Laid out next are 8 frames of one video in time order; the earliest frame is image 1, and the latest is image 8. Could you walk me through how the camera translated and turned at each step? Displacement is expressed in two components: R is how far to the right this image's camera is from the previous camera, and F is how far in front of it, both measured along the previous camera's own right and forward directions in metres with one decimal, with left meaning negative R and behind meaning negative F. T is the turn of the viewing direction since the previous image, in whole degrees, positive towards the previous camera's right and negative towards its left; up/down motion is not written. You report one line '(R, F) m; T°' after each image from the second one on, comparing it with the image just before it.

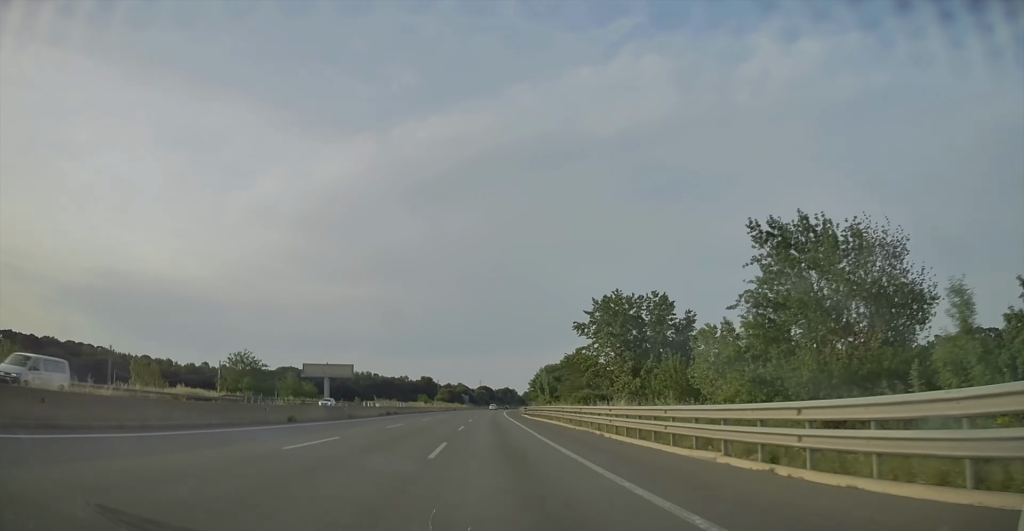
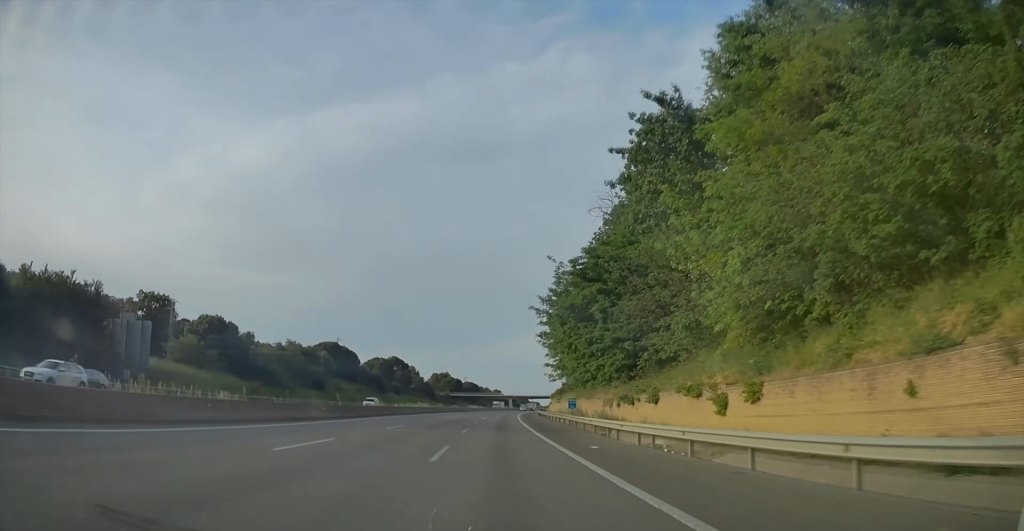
(+15.2, +275.3) m; +8°
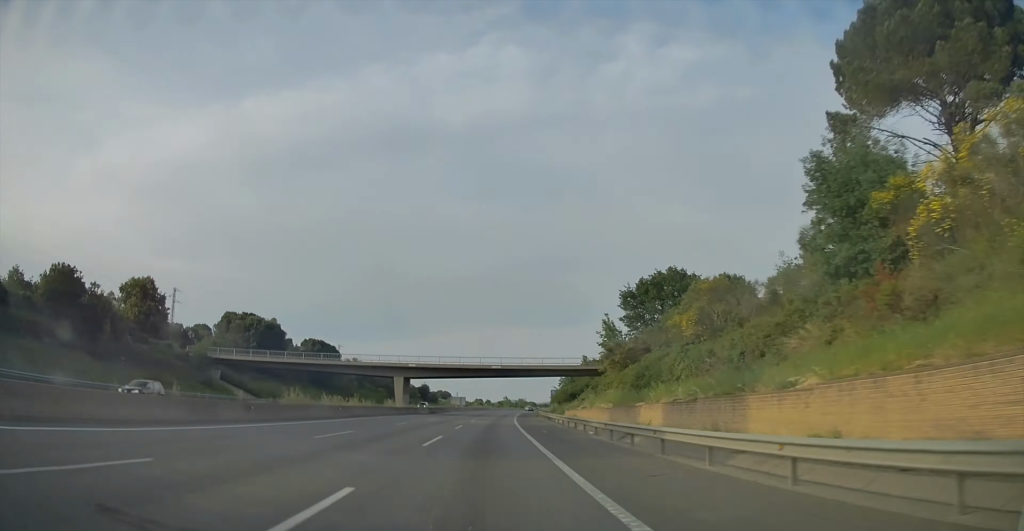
(+9.7, +185.0) m; +6°
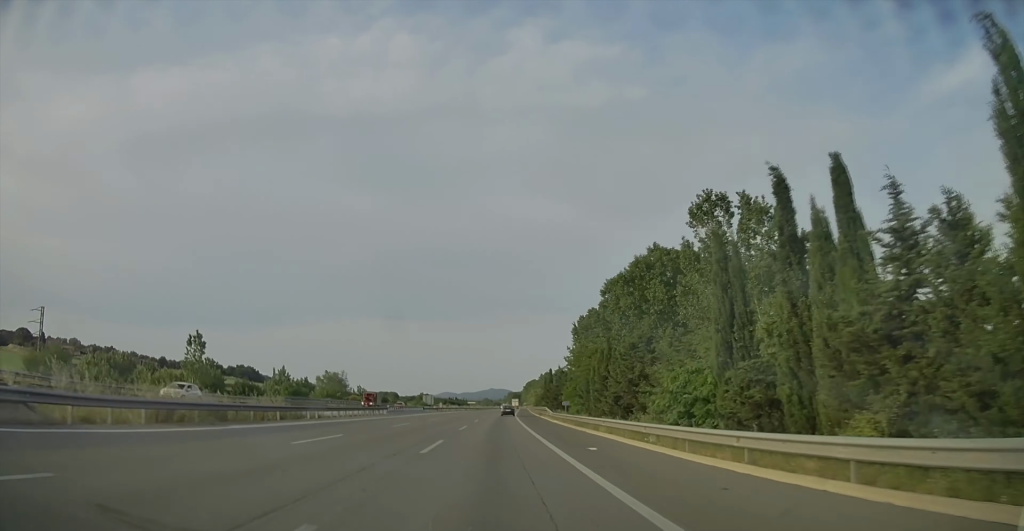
(+28.5, +306.9) m; +8°
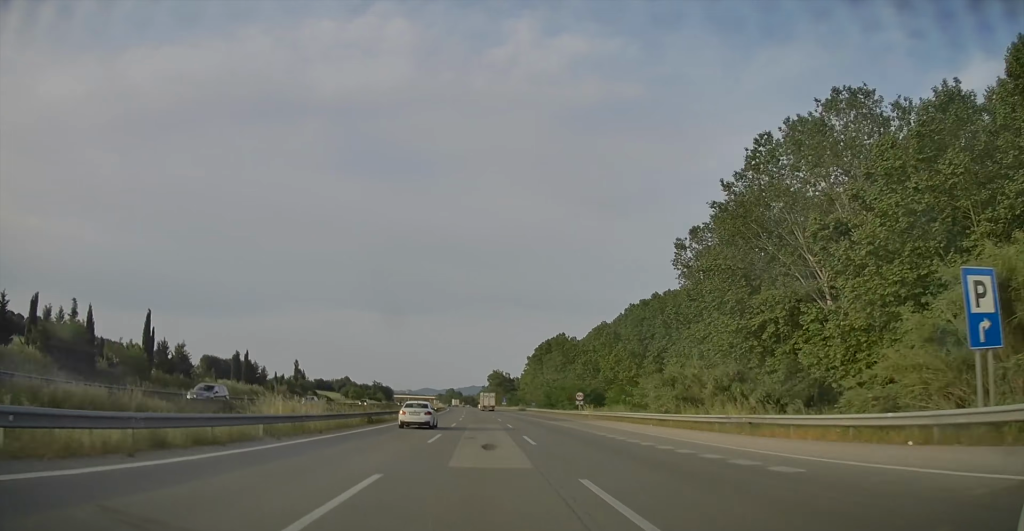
(+14.3, +424.8) m; 0°
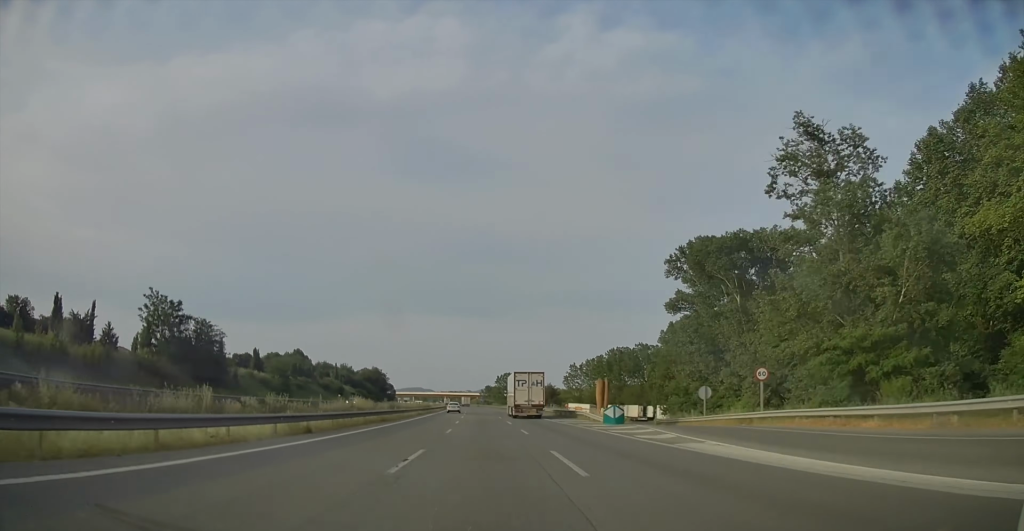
(-11.2, +278.0) m; -5°
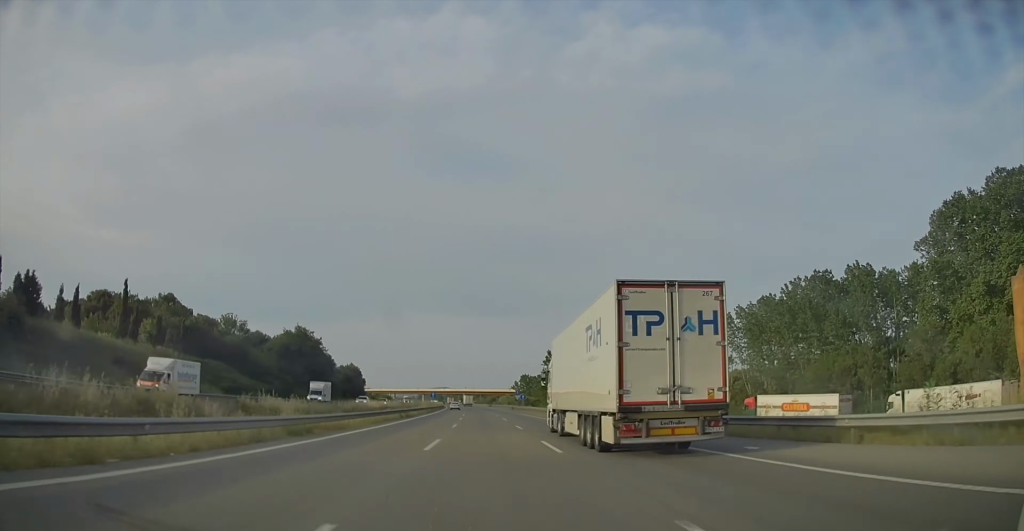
(-6.0, +140.5) m; -3°
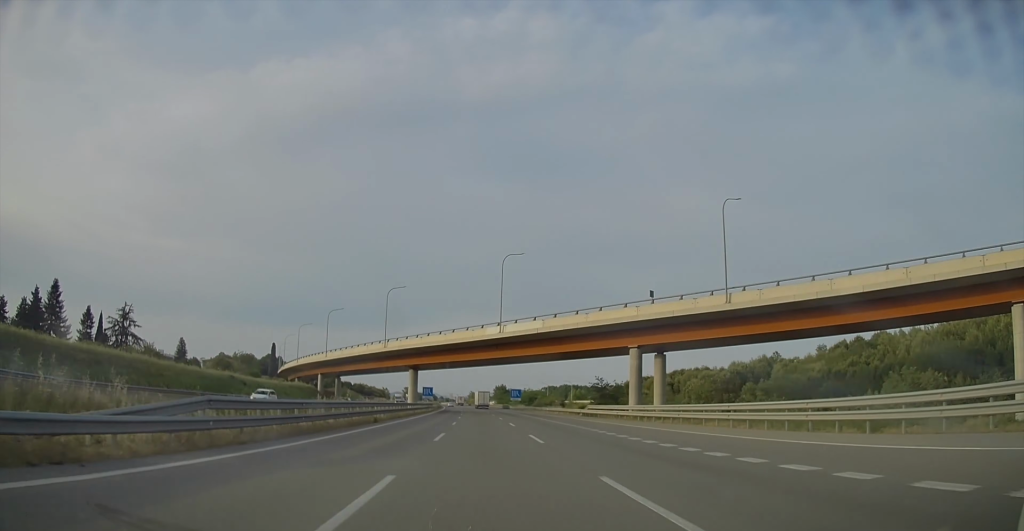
(-18.9, +345.3) m; -7°
